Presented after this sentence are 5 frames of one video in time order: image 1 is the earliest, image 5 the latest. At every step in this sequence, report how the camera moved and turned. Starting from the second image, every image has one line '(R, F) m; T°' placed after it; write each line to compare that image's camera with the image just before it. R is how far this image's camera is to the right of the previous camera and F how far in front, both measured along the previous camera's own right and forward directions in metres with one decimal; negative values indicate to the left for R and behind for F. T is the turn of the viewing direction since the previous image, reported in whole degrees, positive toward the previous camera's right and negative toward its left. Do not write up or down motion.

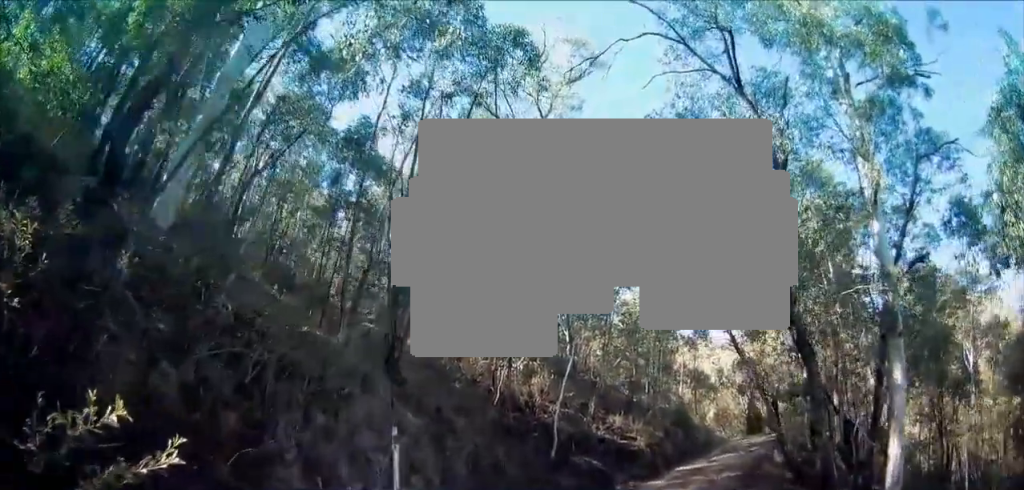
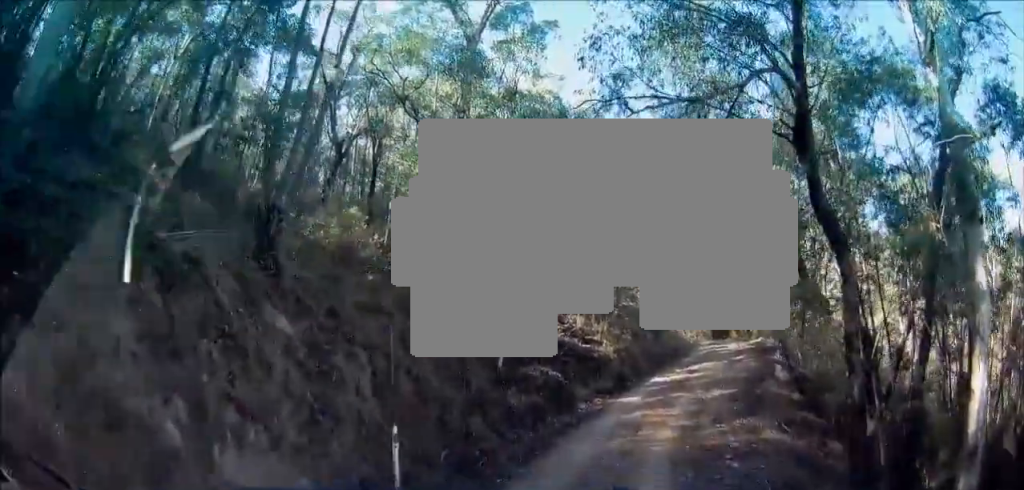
(+0.4, +4.4) m; +9°
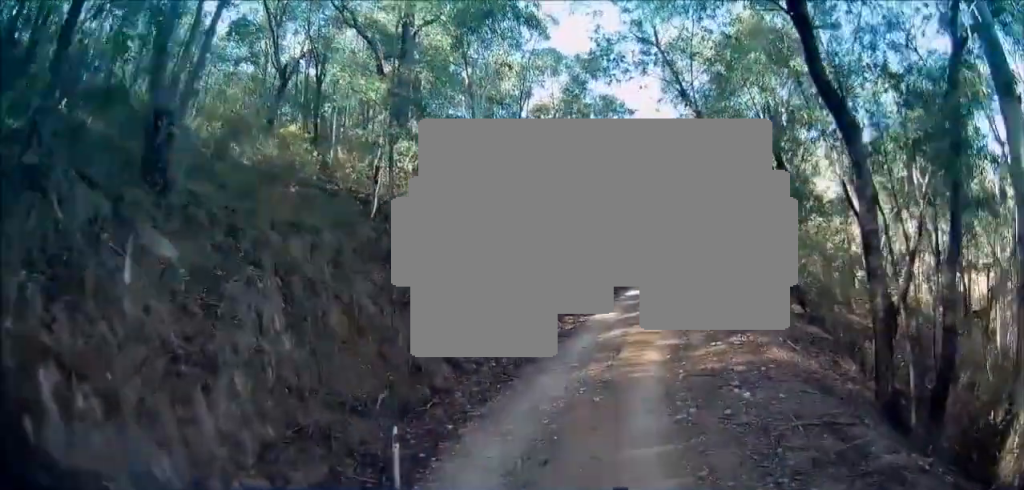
(0.0, +2.2) m; +3°
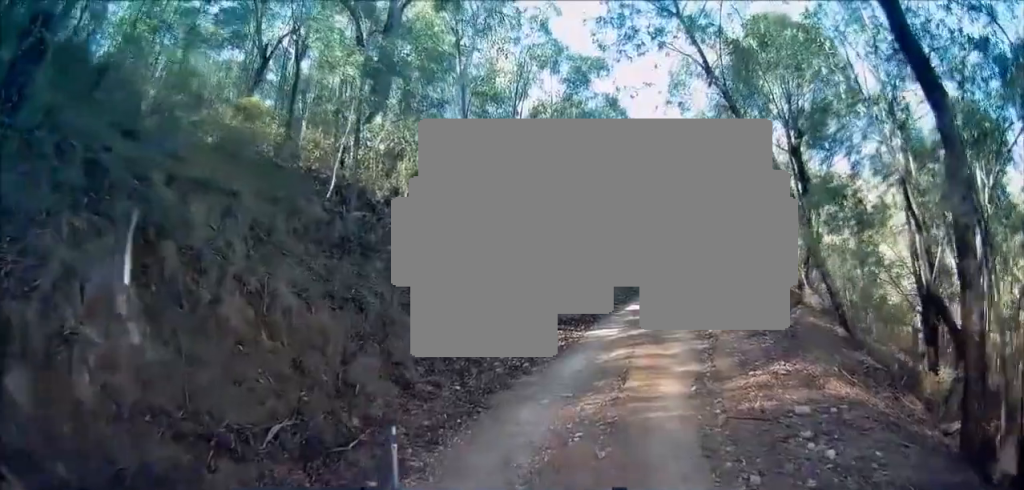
(+0.1, +2.7) m; +5°
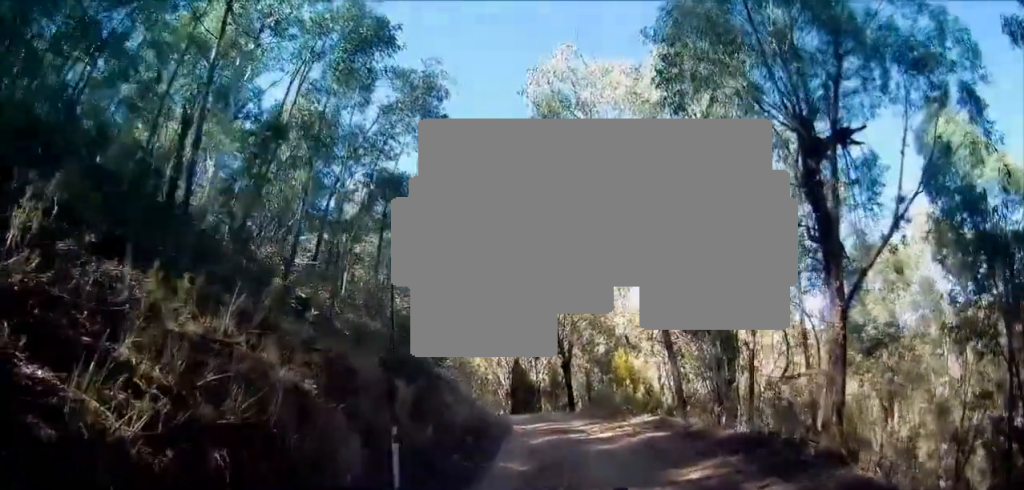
(+2.3, +11.5) m; +15°
